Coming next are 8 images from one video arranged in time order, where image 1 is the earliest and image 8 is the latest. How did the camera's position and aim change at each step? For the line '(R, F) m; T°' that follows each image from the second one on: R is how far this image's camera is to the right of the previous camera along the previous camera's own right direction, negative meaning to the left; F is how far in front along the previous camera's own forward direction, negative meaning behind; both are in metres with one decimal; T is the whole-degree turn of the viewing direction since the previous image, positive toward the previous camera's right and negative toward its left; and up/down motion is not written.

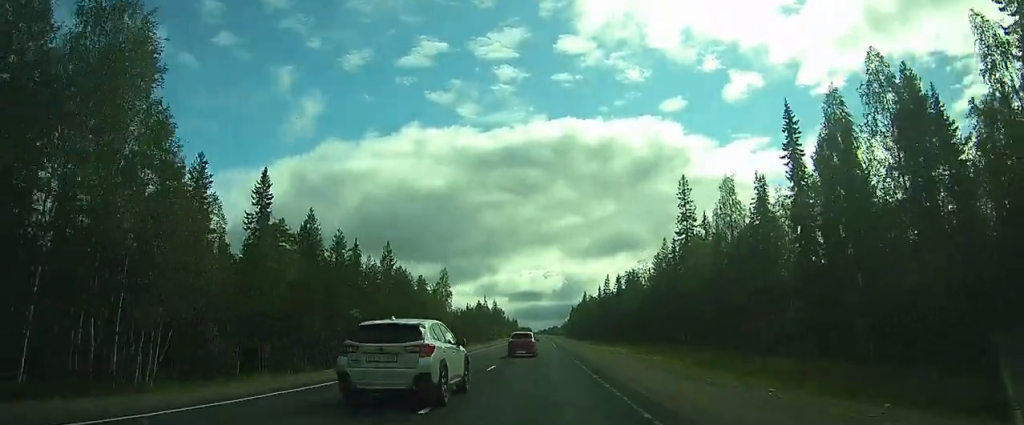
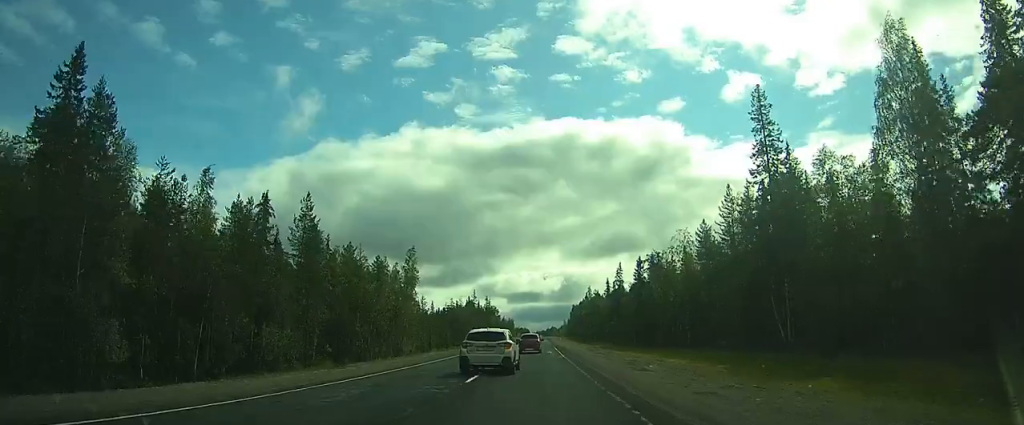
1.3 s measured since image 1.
(-0.1, +26.4) m; -1°
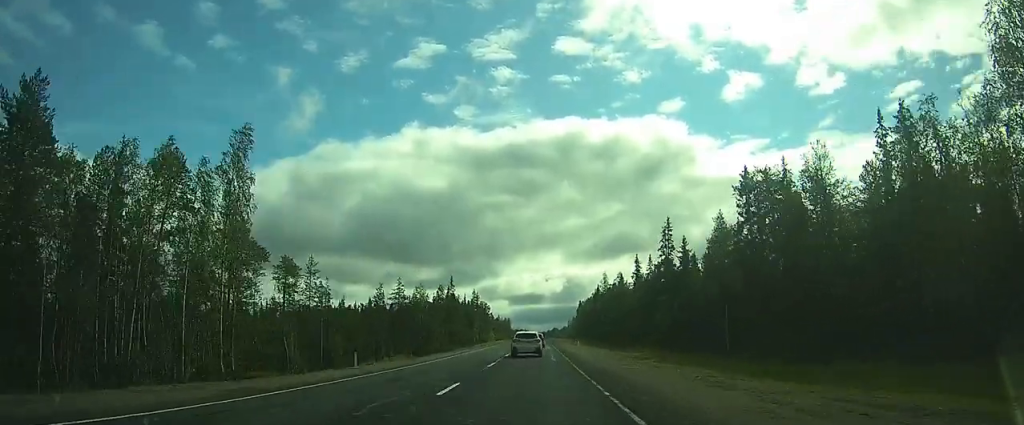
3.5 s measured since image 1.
(-0.4, +46.9) m; -2°
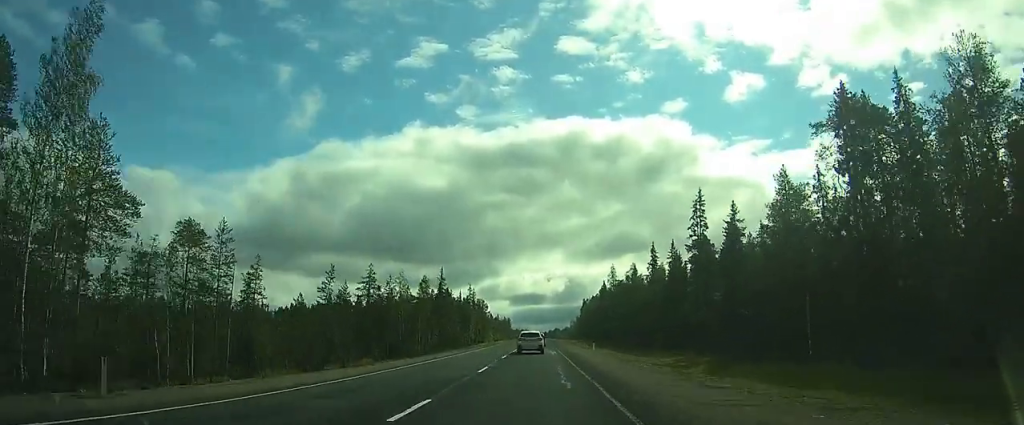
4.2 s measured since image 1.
(-0.2, +14.7) m; 0°
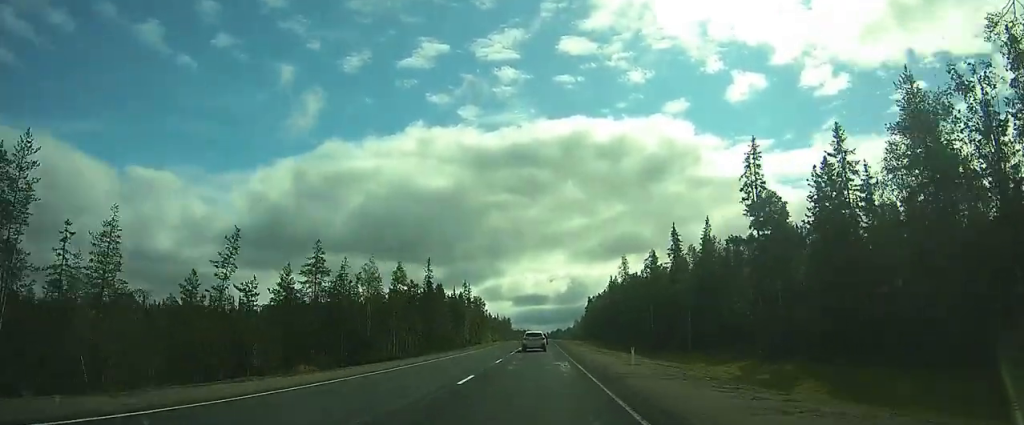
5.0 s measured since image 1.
(0.0, +16.0) m; 0°
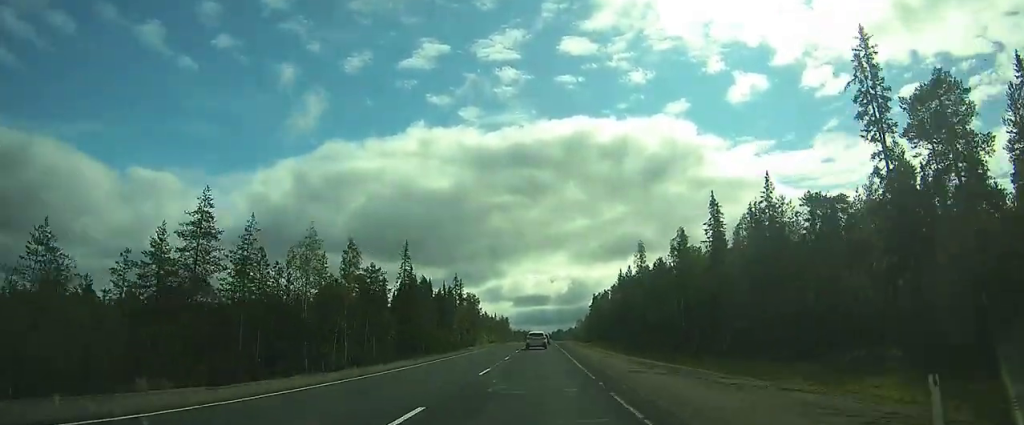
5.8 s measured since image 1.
(+0.1, +18.1) m; +1°
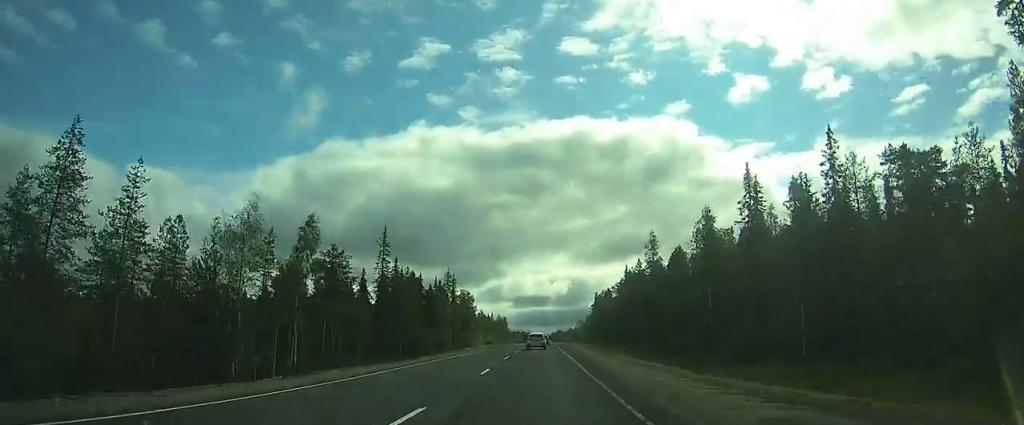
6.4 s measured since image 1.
(0.0, +11.1) m; +1°
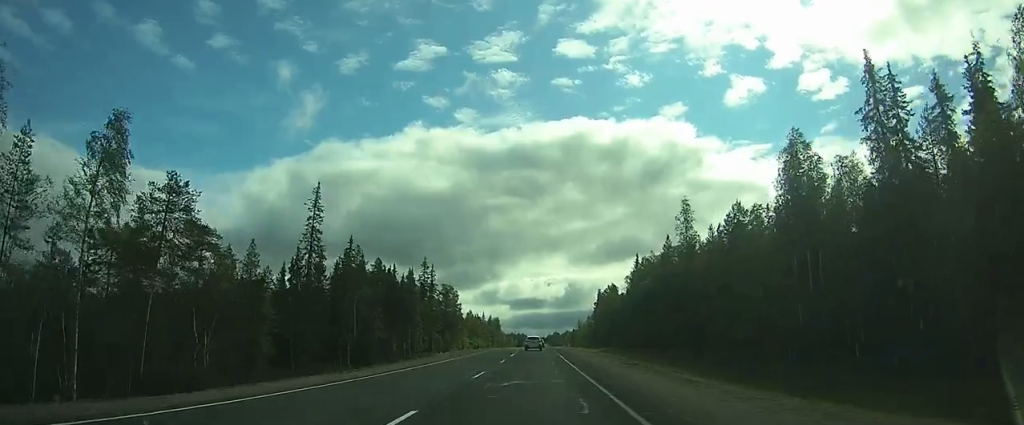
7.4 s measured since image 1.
(+0.3, +22.0) m; +1°
